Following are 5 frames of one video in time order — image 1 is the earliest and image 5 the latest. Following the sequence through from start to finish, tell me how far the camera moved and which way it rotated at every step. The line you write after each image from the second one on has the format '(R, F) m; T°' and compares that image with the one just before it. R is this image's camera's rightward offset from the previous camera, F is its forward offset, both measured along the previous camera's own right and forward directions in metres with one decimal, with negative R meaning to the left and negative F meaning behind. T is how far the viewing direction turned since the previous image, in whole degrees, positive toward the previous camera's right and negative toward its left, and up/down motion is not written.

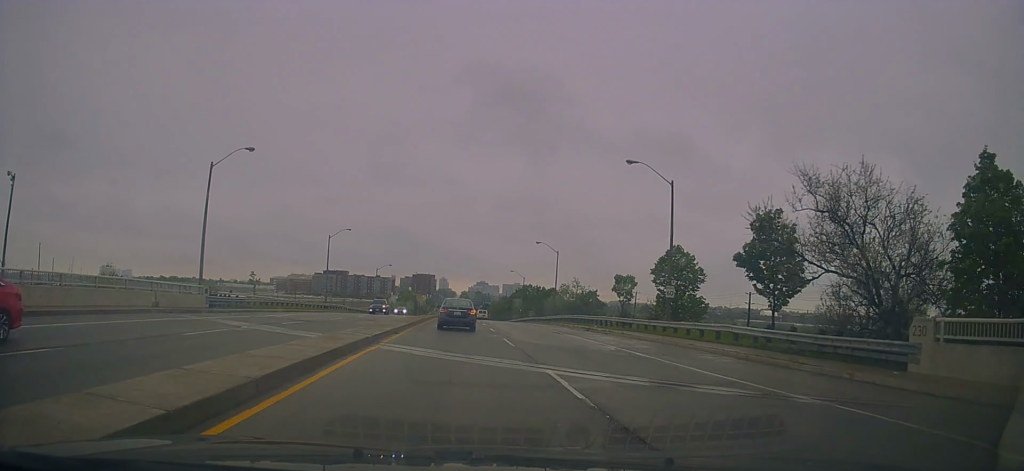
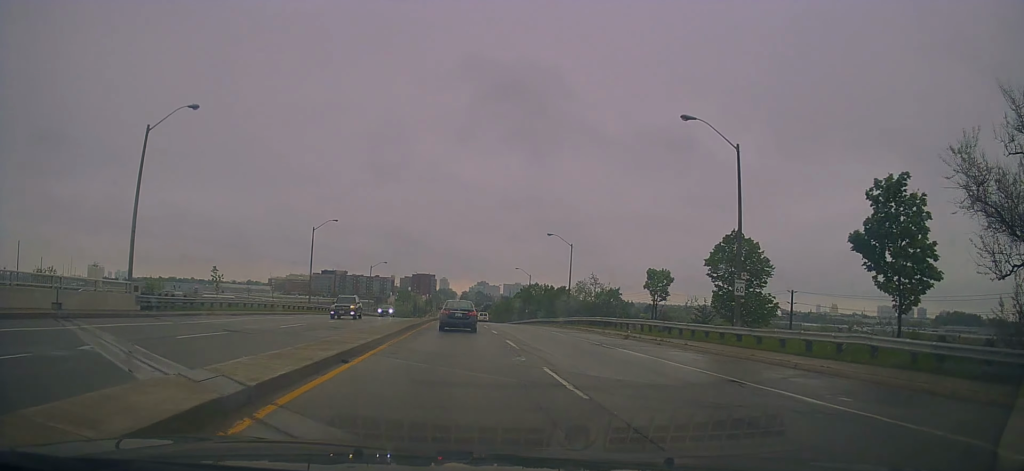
(+0.1, +9.2) m; 0°
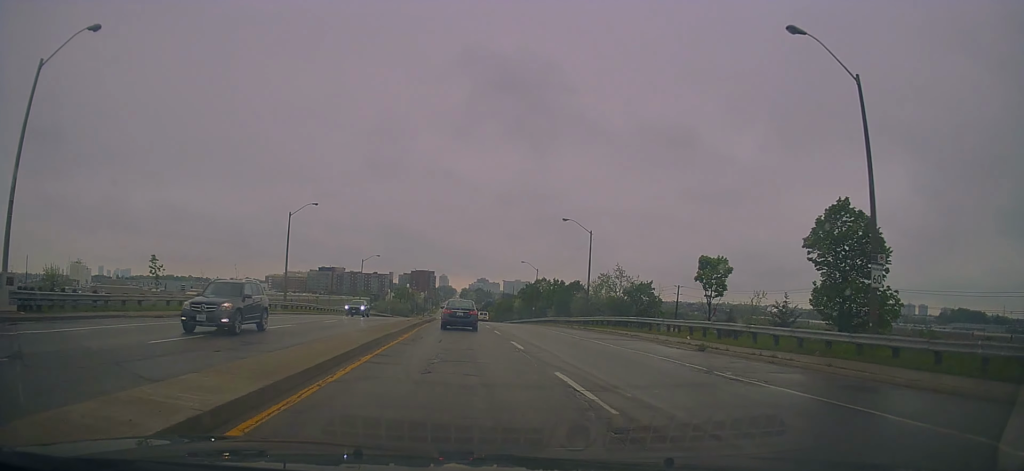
(-0.1, +11.0) m; -1°
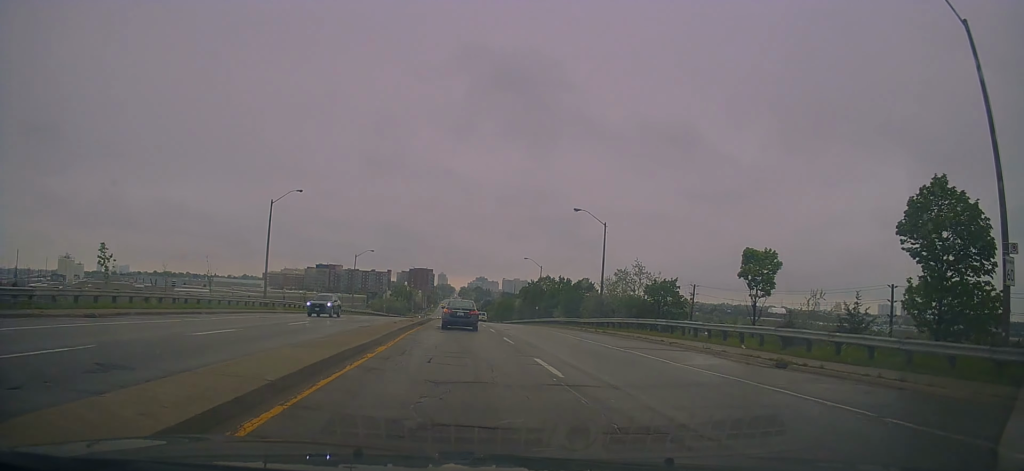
(0.0, +5.9) m; 0°
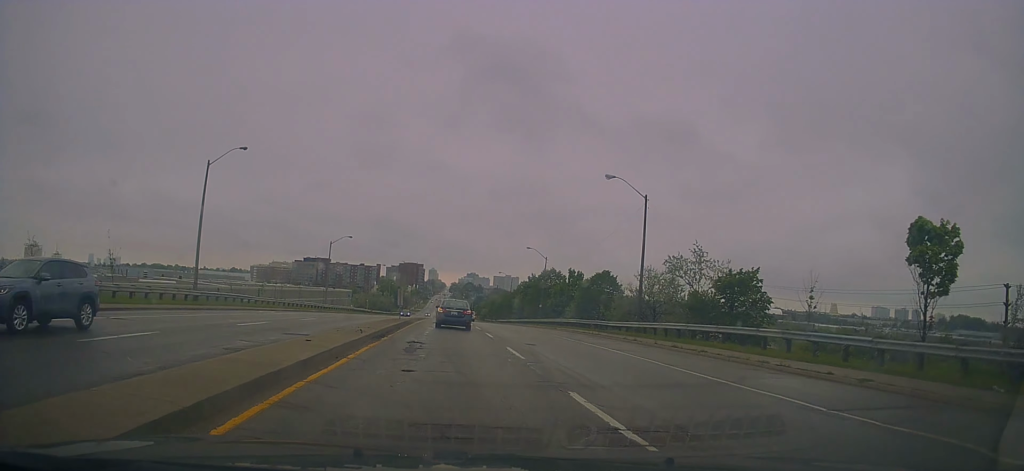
(-0.1, +12.4) m; -1°
